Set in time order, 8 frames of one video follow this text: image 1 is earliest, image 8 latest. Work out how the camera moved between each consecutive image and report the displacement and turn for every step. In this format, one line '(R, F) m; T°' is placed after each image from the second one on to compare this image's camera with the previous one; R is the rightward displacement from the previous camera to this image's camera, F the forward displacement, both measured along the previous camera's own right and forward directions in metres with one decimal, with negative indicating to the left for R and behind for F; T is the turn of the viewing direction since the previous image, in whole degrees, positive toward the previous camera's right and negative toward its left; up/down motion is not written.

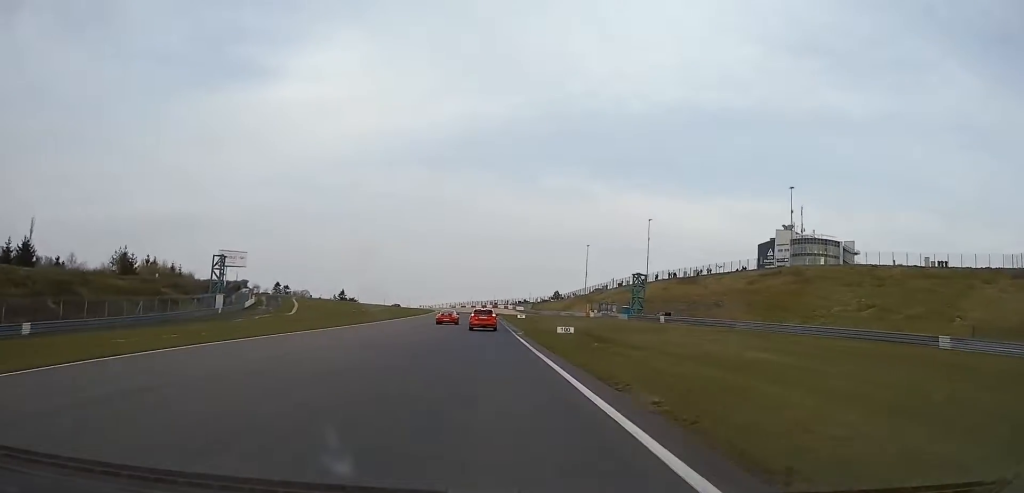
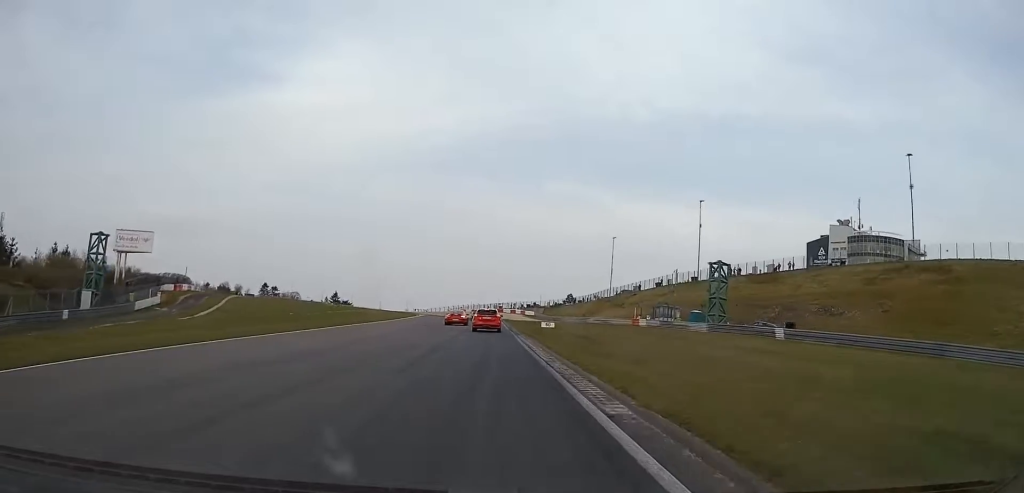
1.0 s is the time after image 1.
(-0.3, +39.2) m; 0°
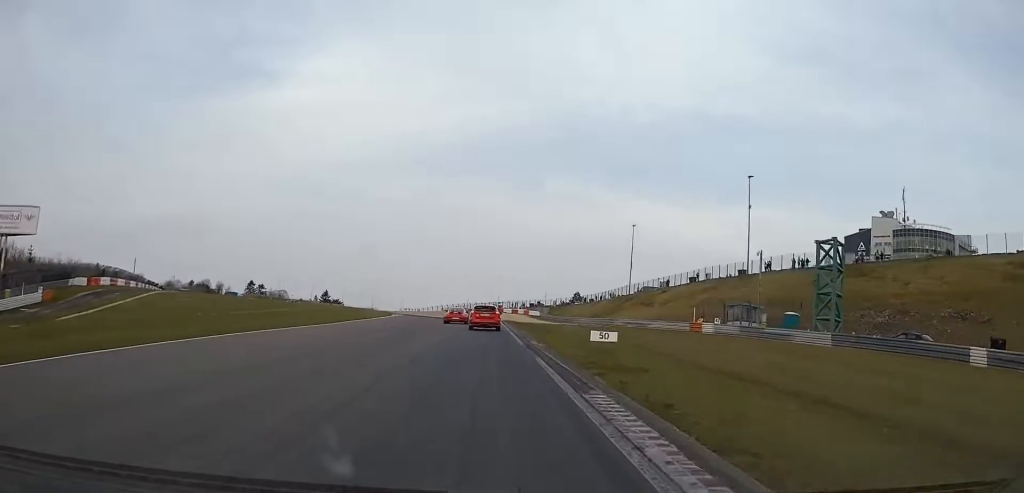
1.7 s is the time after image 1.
(+0.1, +25.5) m; 0°
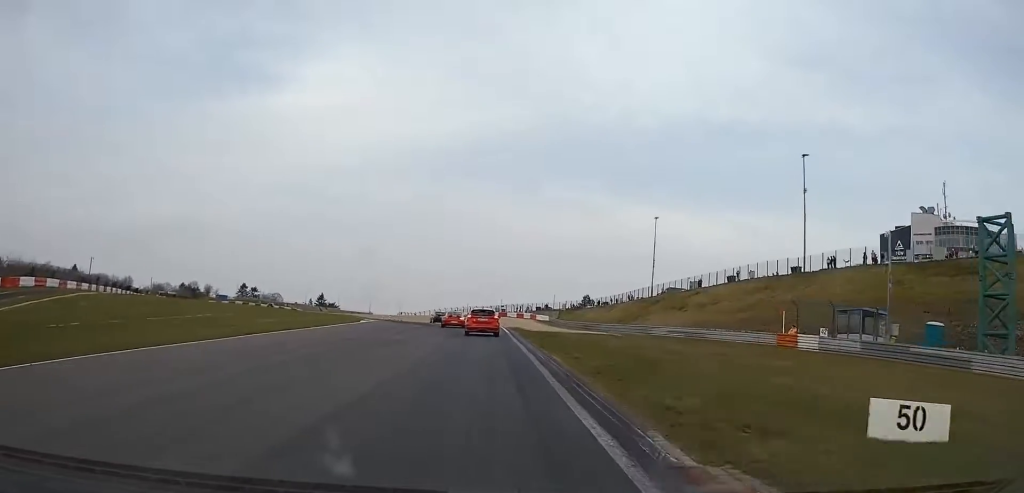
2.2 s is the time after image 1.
(+0.2, +20.0) m; 0°
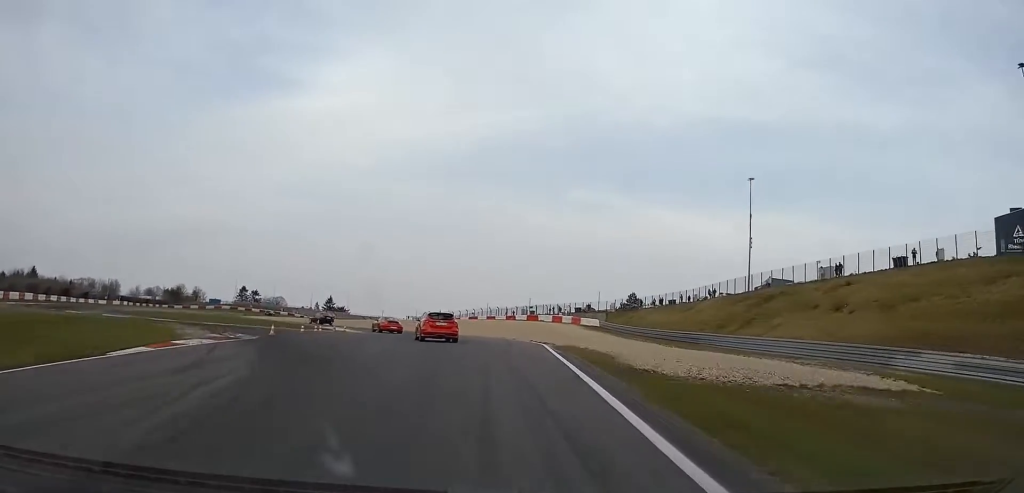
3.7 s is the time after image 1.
(-1.1, +39.4) m; -5°
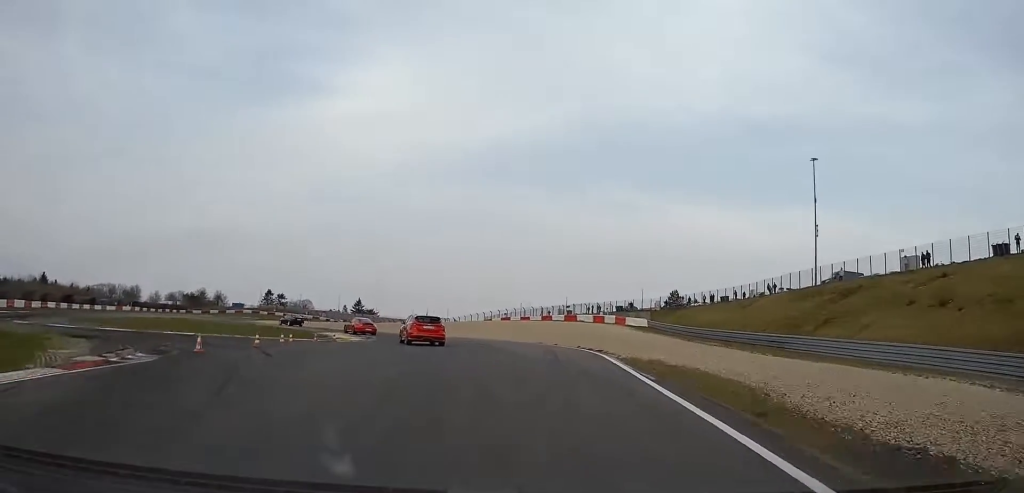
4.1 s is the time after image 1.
(0.0, +10.4) m; -2°
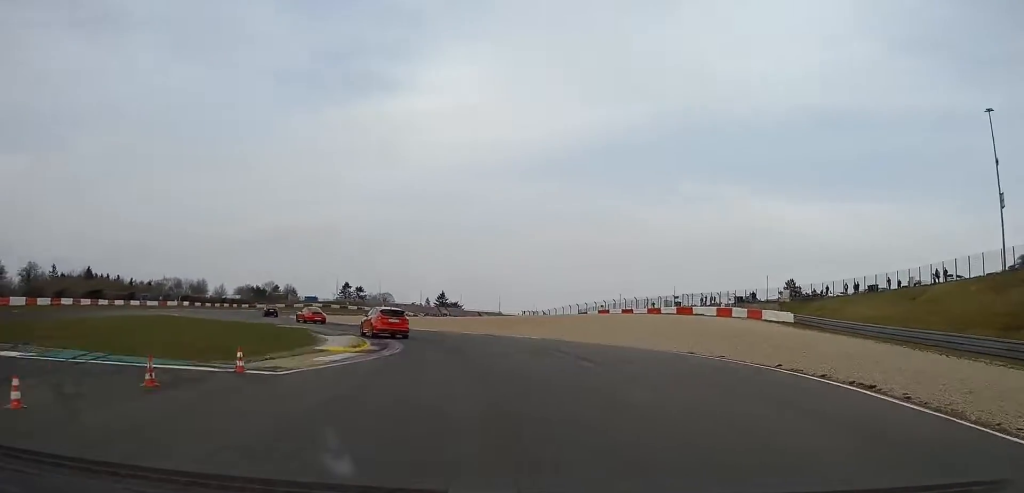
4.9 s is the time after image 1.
(-0.9, +19.6) m; -7°
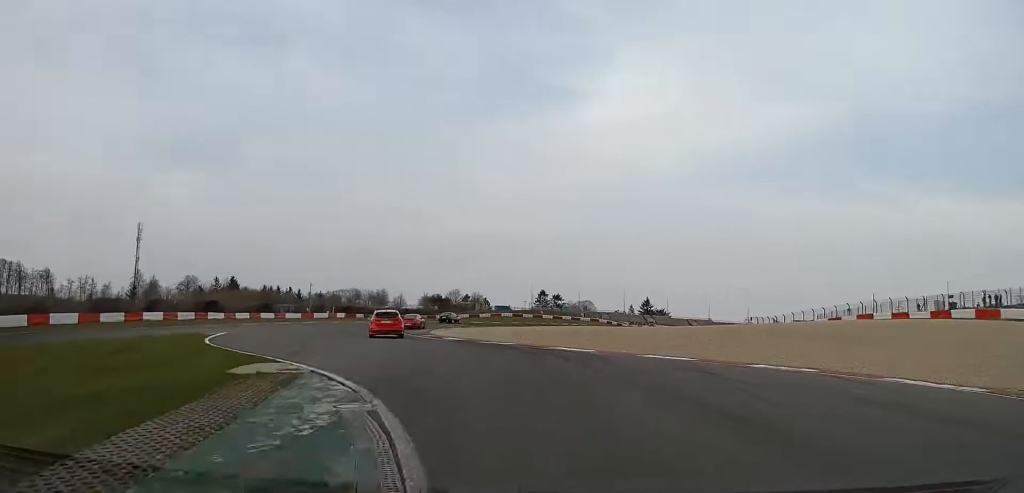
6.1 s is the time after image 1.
(-2.8, +27.0) m; -15°
